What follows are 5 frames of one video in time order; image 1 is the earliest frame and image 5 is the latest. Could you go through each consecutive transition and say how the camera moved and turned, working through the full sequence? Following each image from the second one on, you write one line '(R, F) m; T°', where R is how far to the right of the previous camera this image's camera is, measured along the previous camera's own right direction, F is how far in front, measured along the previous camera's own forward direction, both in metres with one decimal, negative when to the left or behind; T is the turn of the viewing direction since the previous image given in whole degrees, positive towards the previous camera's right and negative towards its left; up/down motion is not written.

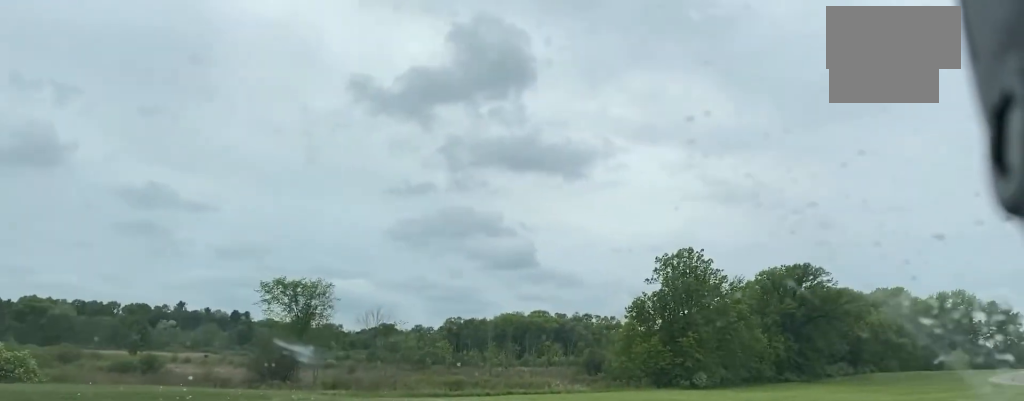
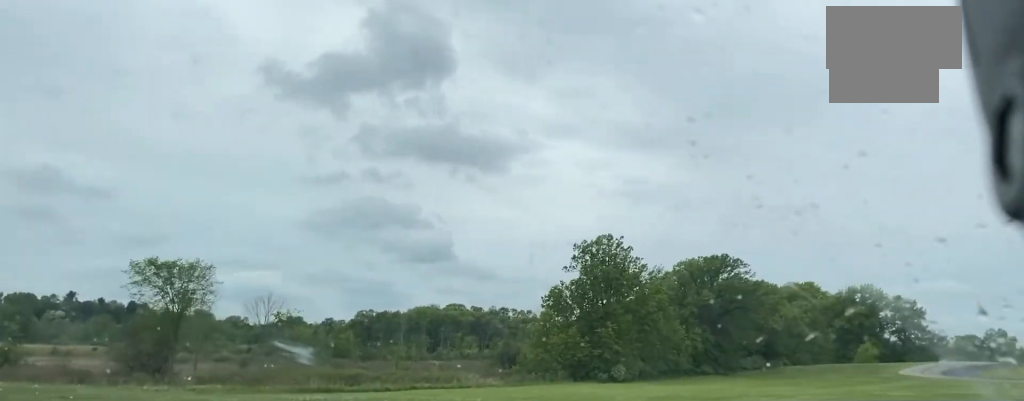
(-0.3, +7.8) m; +6°
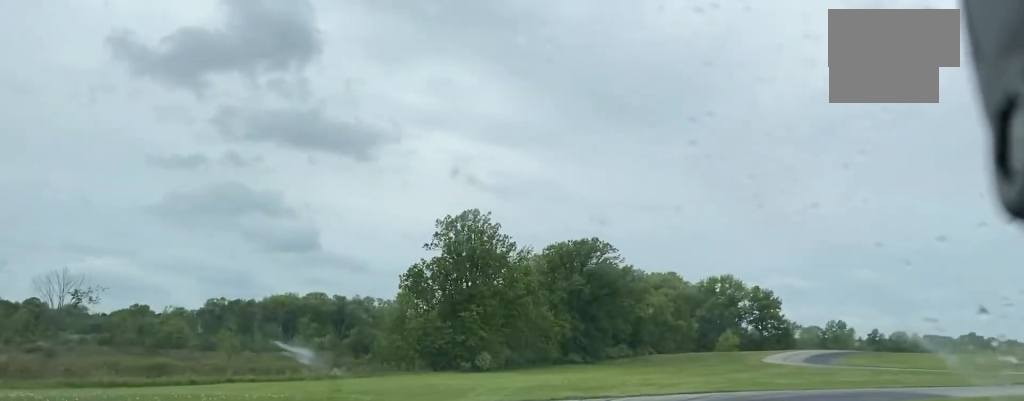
(+1.7, +12.0) m; +12°
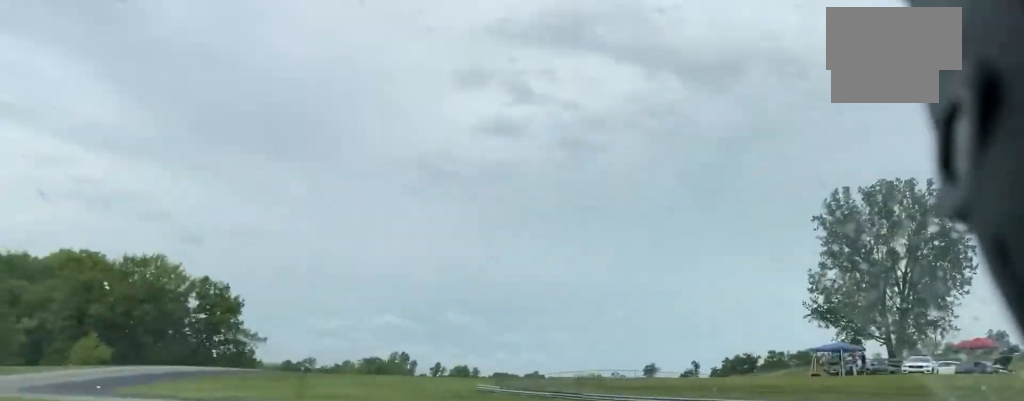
(+47.3, +83.7) m; +16°
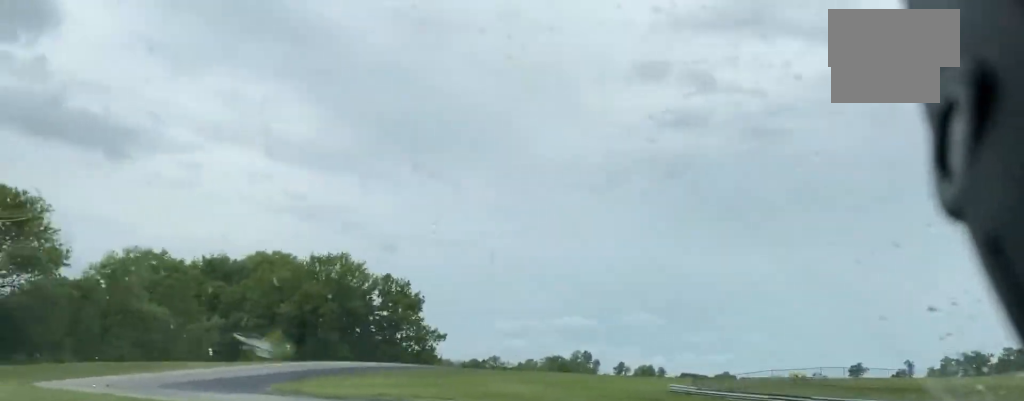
(-0.9, +9.8) m; -16°
